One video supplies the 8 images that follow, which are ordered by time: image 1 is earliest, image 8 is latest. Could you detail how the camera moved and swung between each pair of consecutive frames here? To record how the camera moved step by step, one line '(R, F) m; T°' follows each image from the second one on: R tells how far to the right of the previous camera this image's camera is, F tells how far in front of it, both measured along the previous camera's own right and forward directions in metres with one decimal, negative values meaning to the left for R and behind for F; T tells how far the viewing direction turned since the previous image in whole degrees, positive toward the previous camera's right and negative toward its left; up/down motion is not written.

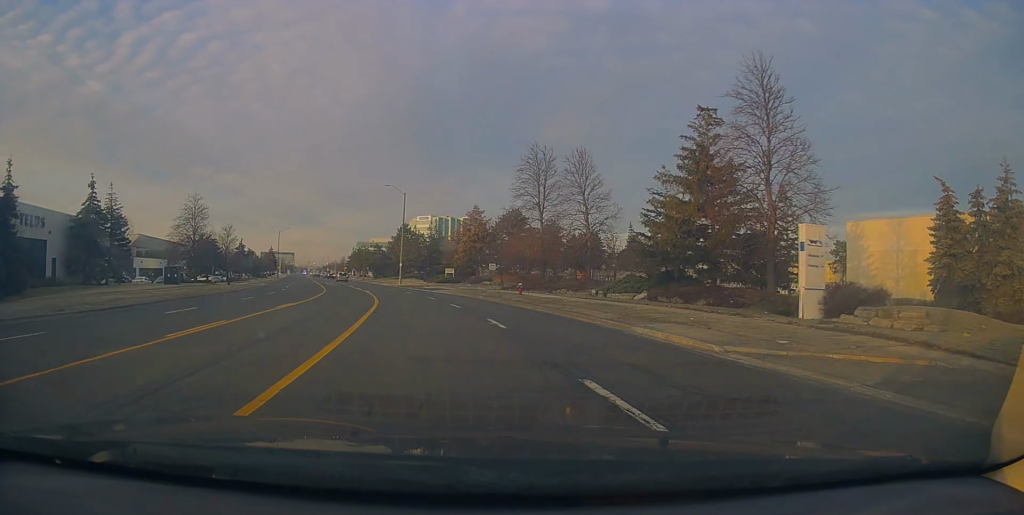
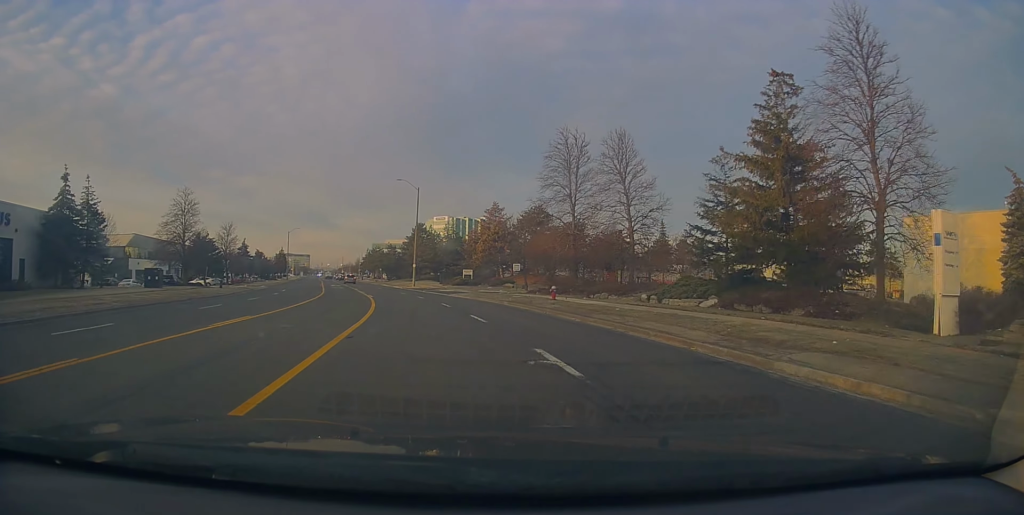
(-0.1, +6.8) m; -1°
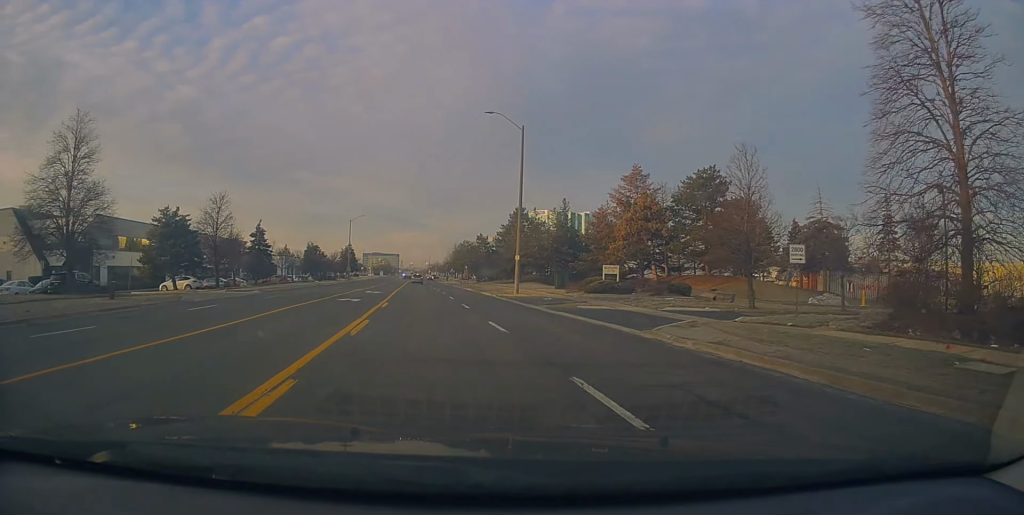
(-2.1, +32.0) m; -8°
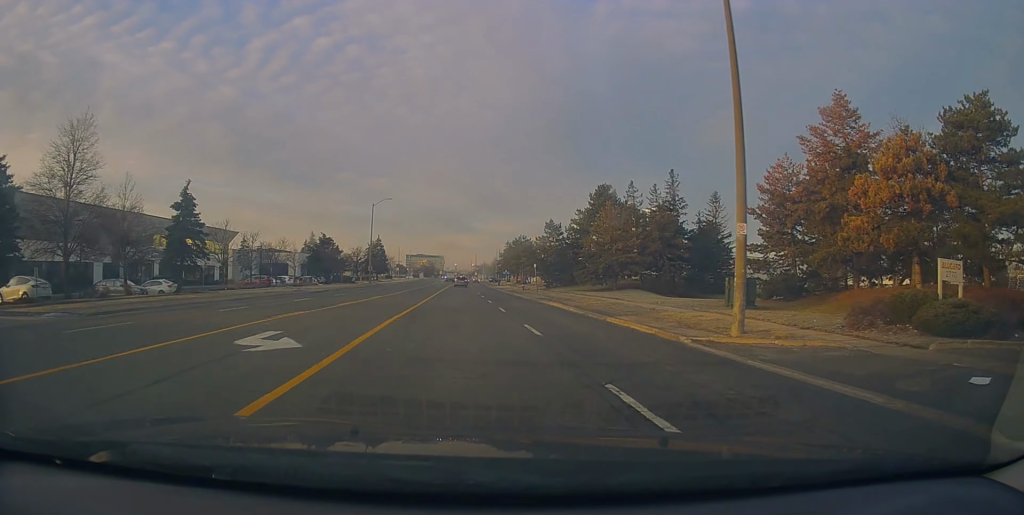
(-1.8, +29.3) m; -6°
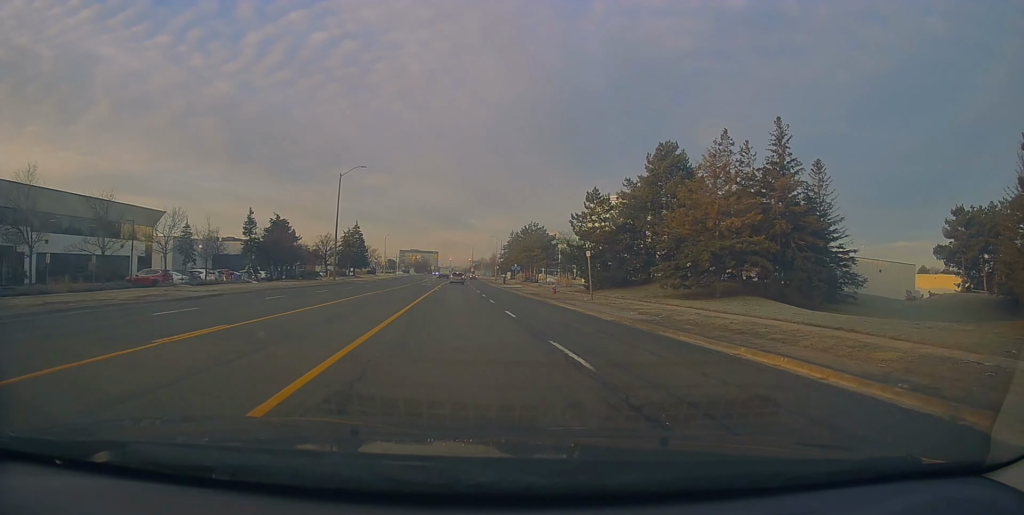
(+0.1, +24.6) m; 0°
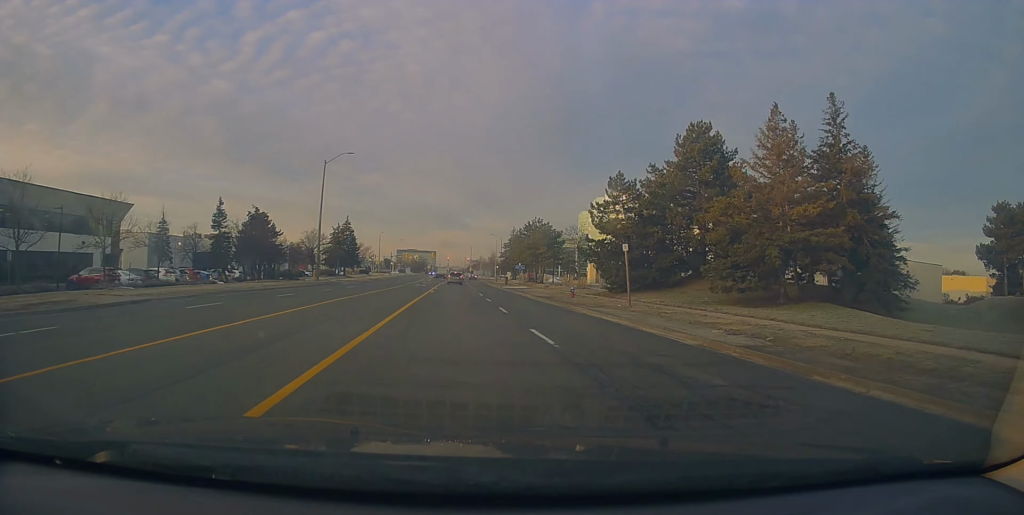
(-0.2, +7.6) m; 0°
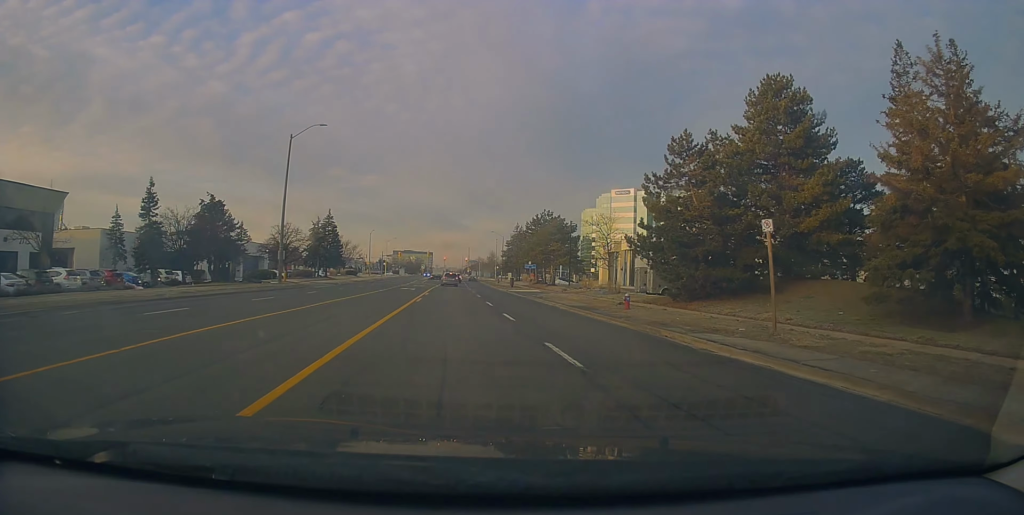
(-0.3, +13.0) m; -1°
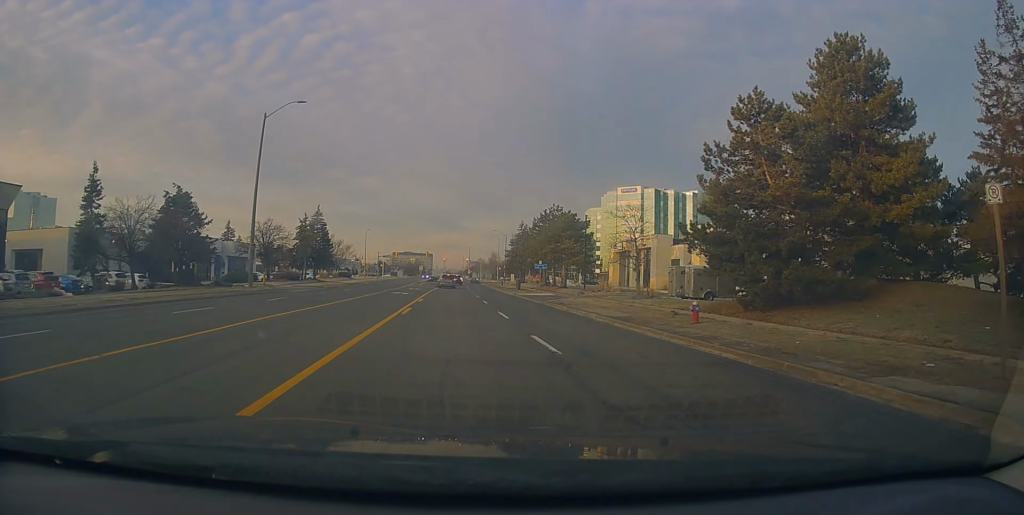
(+0.2, +7.7) m; 0°
